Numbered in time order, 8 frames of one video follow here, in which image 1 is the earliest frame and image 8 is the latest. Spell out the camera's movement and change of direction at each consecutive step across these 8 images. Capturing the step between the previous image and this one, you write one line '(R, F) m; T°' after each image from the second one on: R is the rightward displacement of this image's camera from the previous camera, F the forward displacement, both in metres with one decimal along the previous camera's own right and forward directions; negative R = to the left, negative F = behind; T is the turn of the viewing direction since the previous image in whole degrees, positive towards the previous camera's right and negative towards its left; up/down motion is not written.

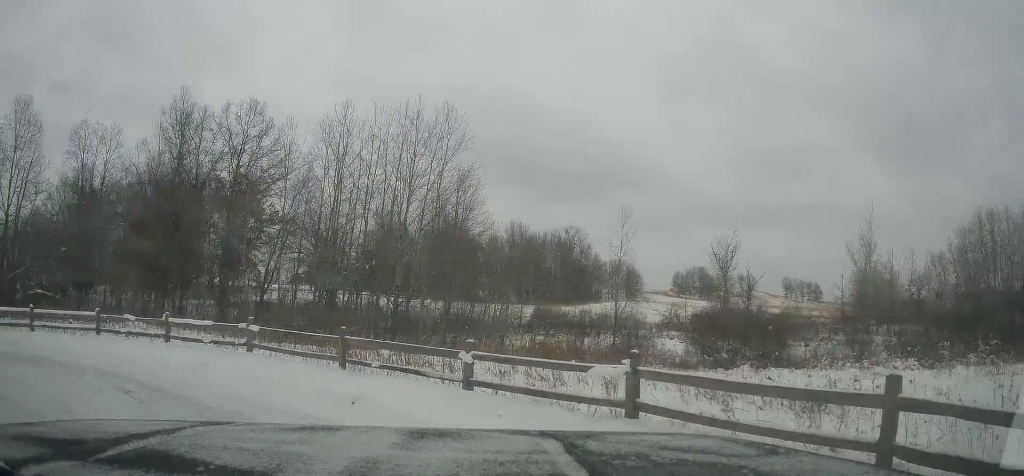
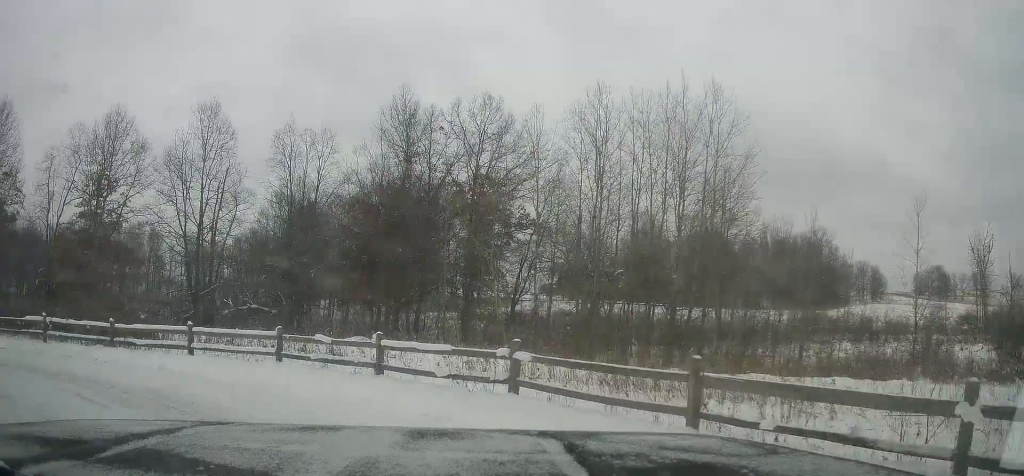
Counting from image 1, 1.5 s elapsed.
(-0.7, +5.1) m; -22°
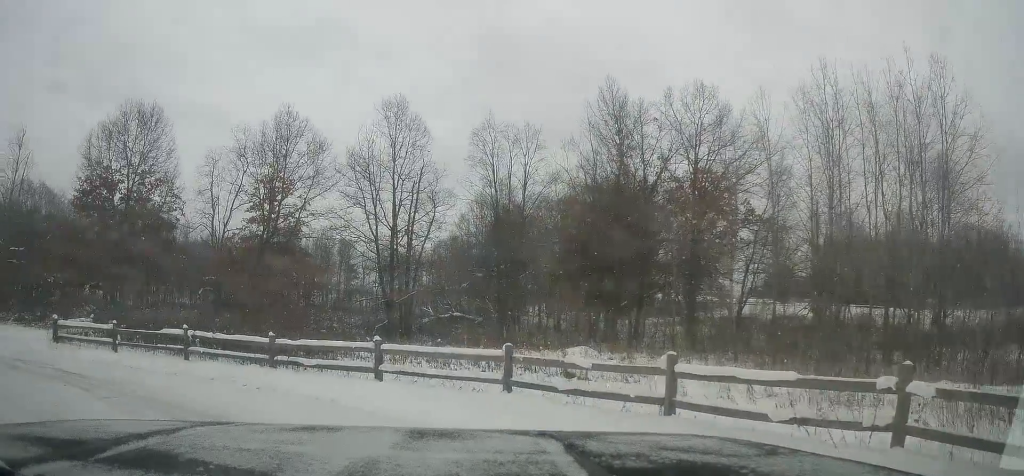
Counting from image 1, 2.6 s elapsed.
(-0.8, +3.7) m; -22°
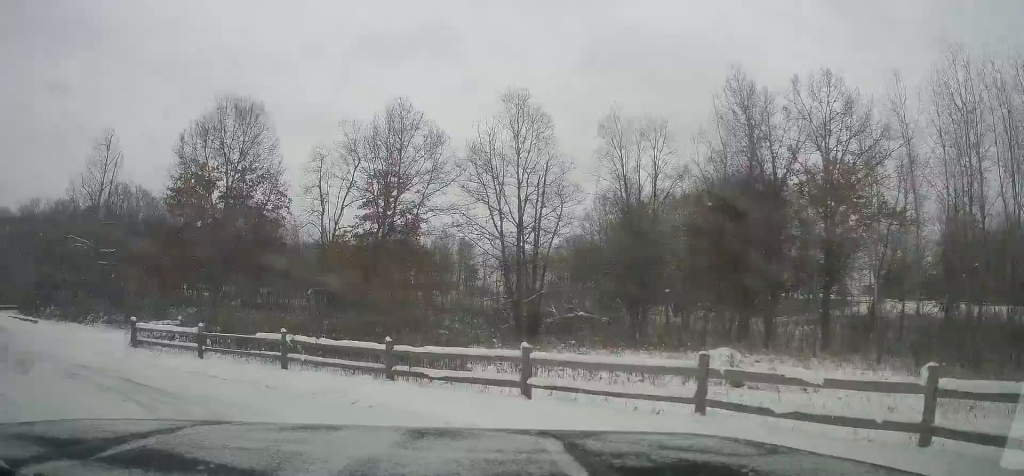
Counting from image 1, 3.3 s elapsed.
(-0.3, +2.4) m; -8°
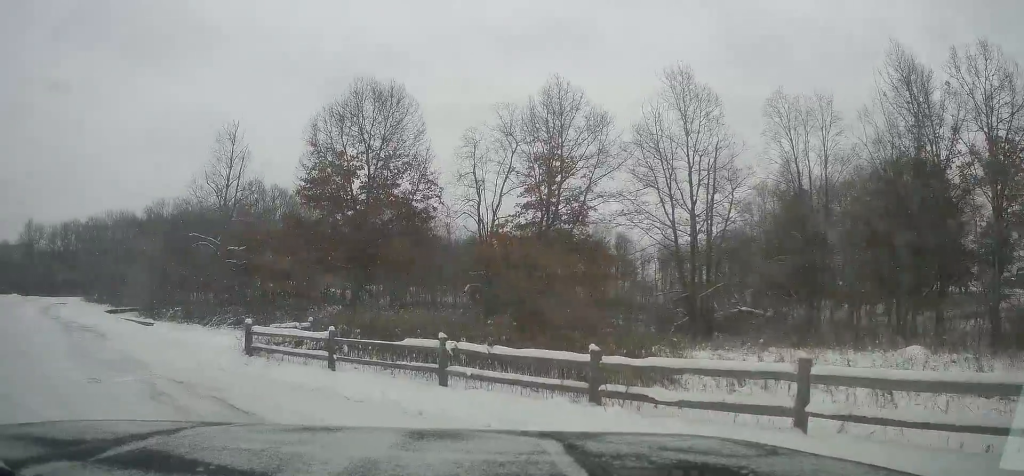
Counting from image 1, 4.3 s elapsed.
(0.0, +3.2) m; -14°
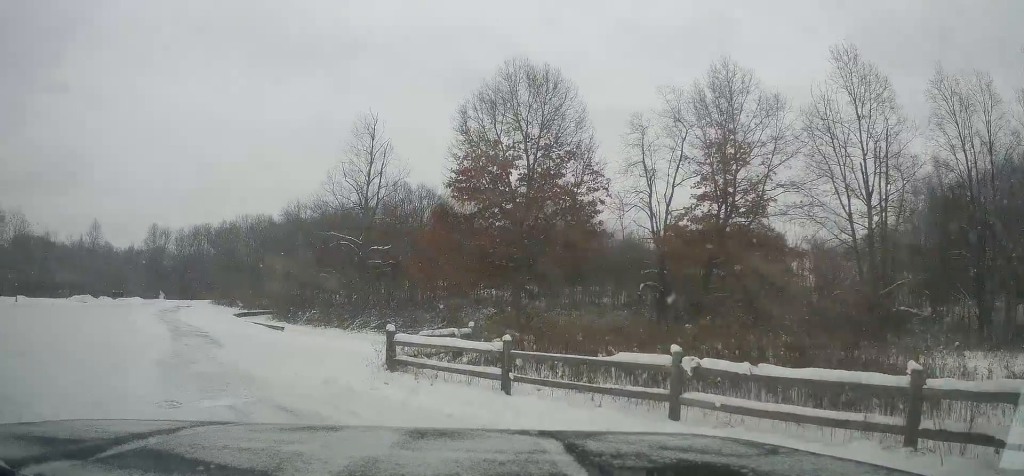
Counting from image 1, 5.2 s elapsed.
(-0.7, +3.0) m; -24°
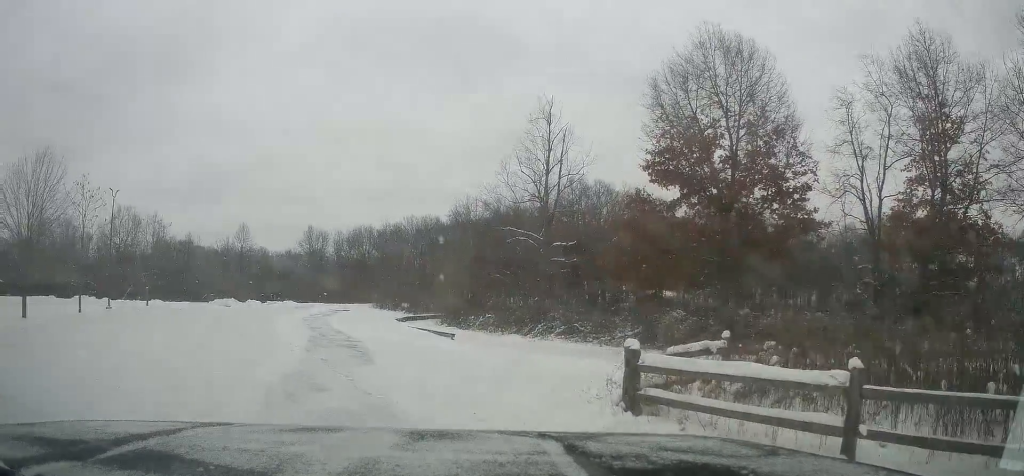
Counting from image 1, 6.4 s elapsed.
(-0.9, +4.2) m; -16°
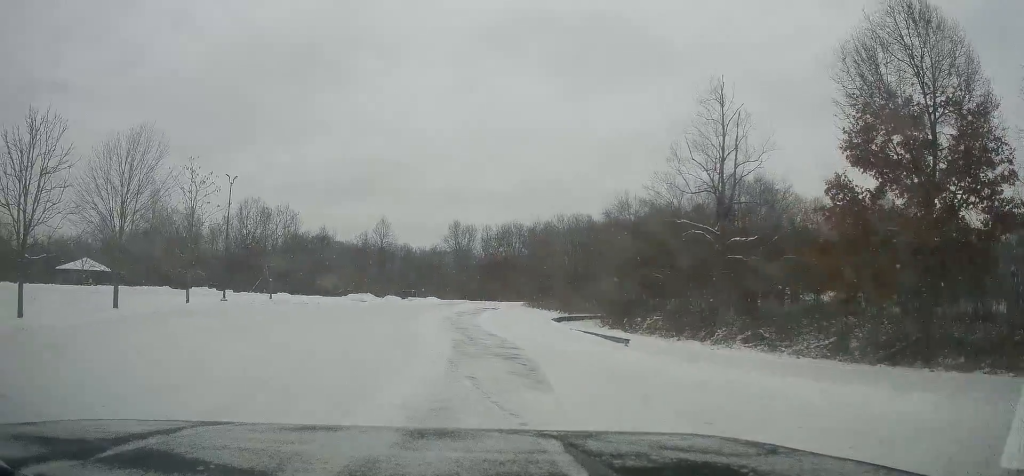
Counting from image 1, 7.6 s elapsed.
(-0.3, +4.9) m; -9°
